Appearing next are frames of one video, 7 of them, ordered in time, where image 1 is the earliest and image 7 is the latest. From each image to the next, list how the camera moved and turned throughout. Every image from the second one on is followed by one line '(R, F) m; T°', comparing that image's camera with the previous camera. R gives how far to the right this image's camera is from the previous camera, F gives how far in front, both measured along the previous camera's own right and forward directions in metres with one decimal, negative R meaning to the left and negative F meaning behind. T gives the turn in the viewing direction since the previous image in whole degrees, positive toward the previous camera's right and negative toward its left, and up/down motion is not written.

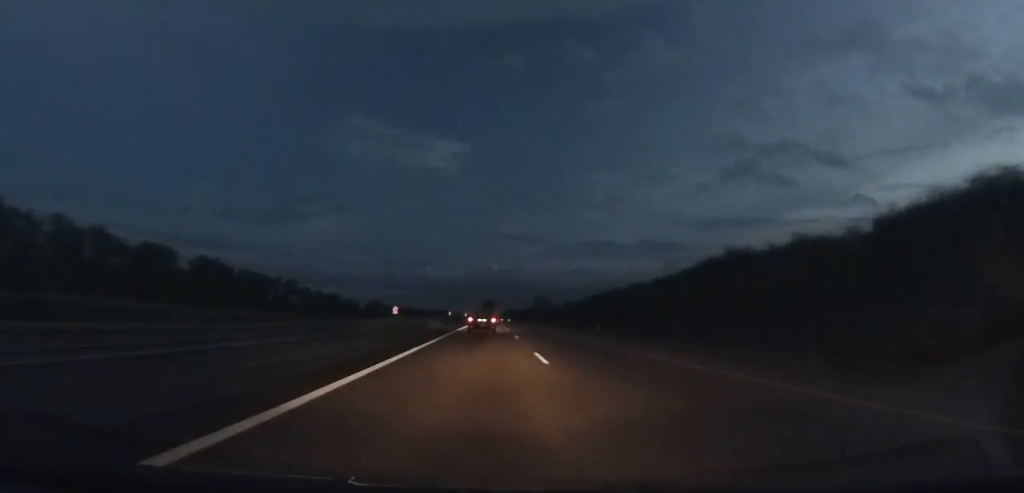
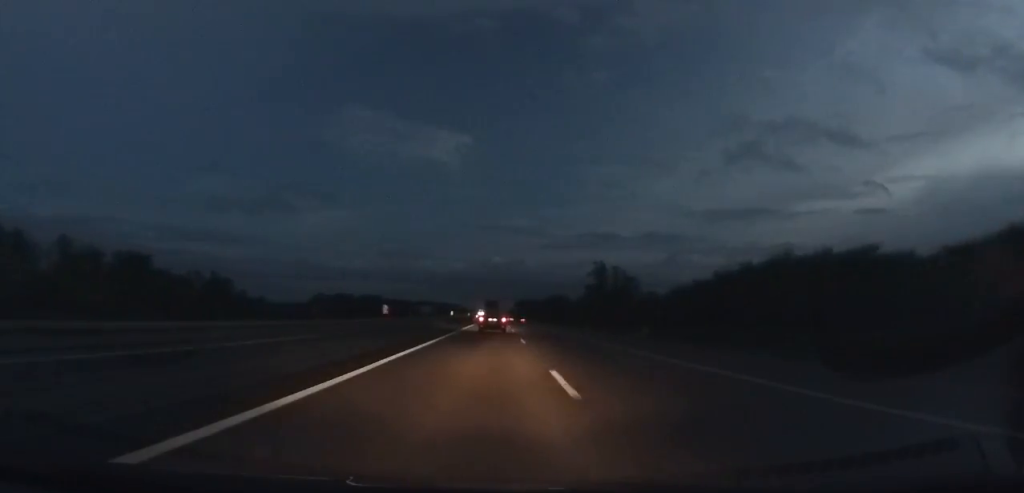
(-0.5, +164.5) m; 0°
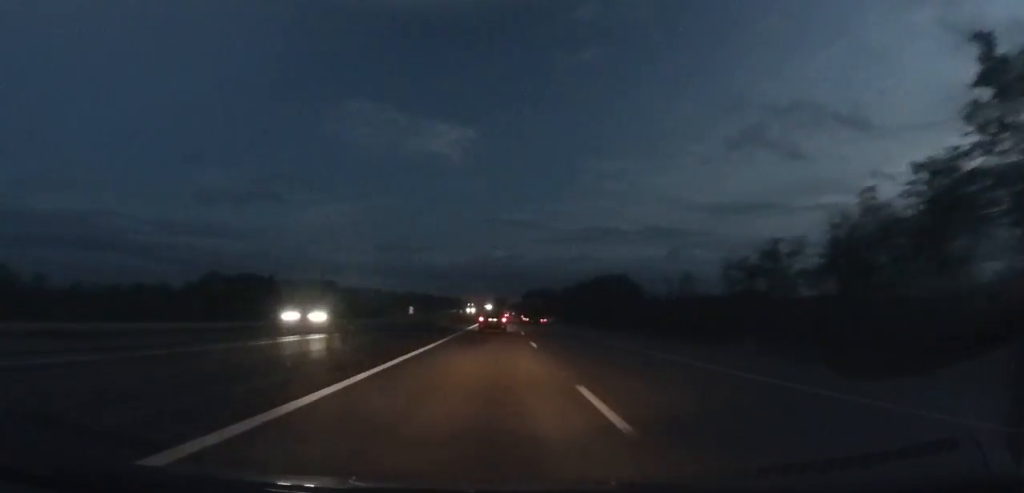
(+0.6, +111.5) m; 0°
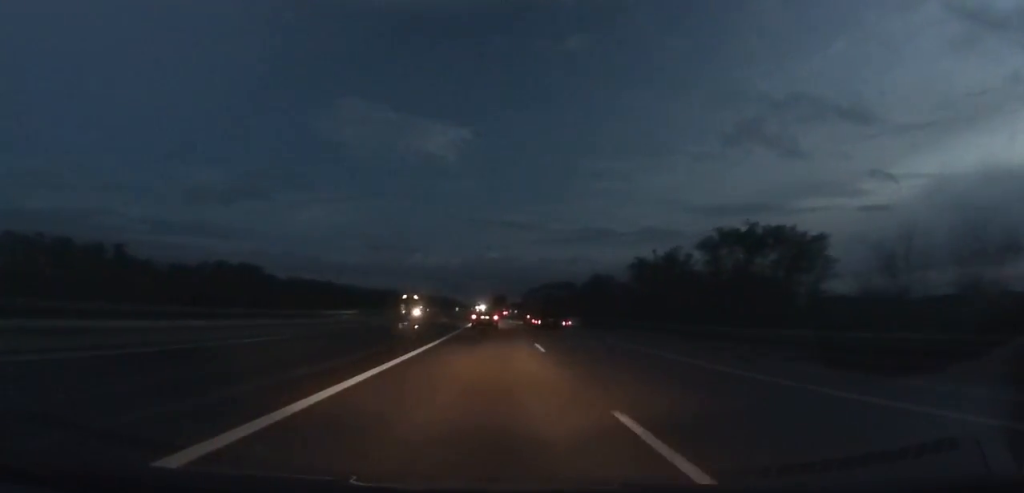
(+0.1, +80.5) m; 0°
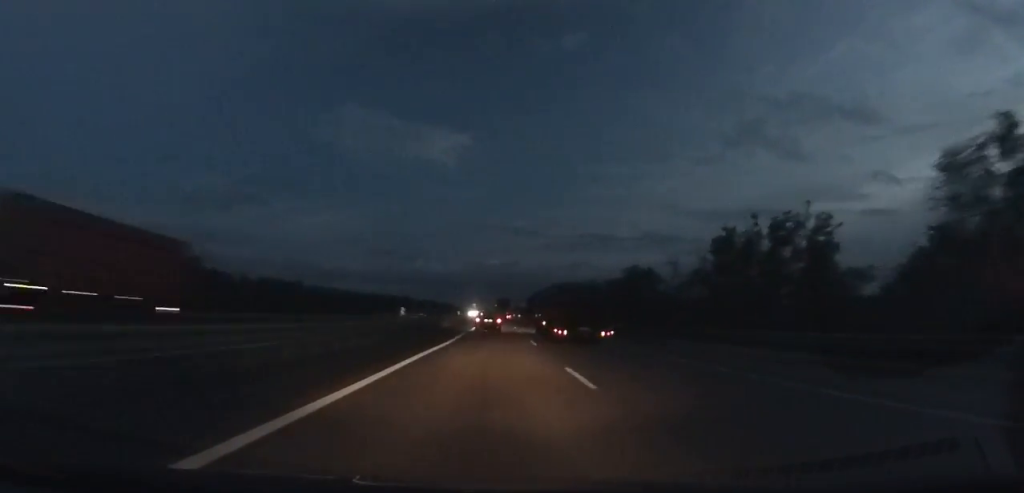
(0.0, +38.6) m; 0°
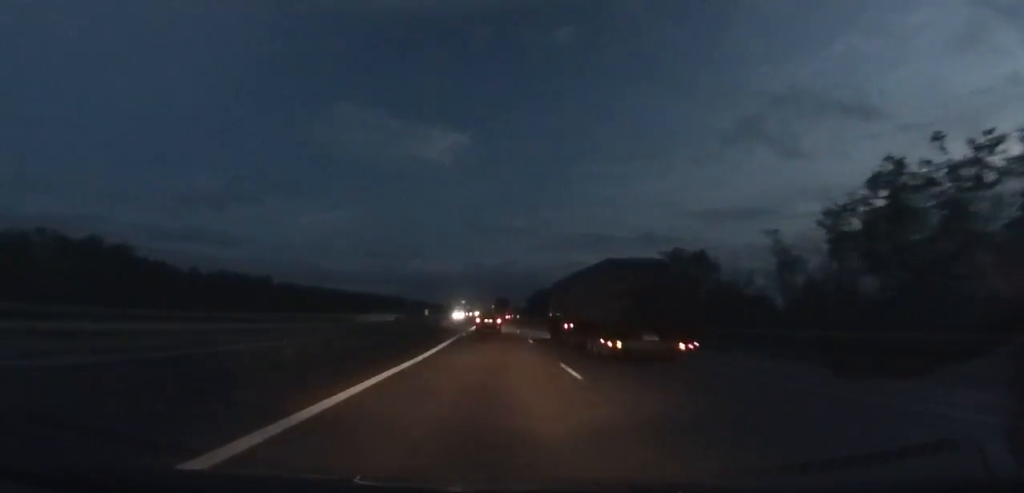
(-0.1, +30.1) m; 0°
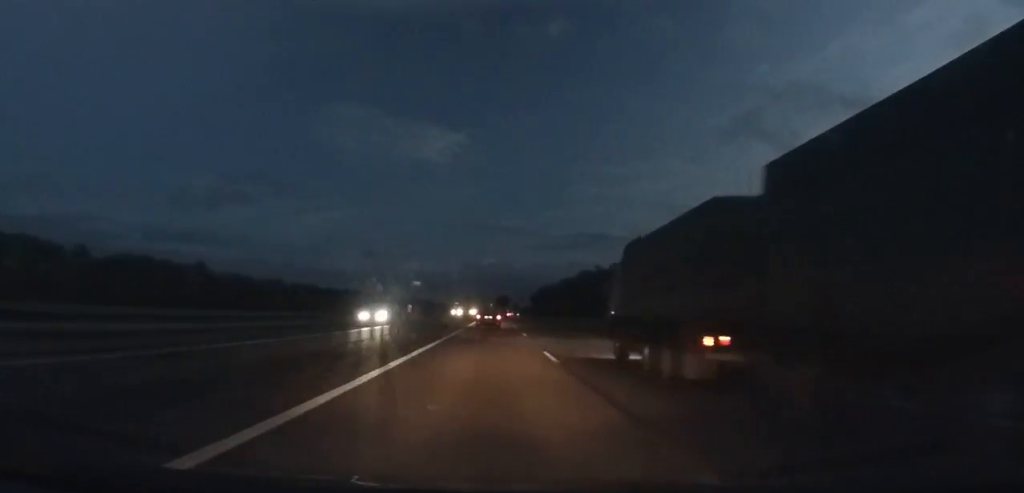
(-0.1, +43.0) m; 0°
